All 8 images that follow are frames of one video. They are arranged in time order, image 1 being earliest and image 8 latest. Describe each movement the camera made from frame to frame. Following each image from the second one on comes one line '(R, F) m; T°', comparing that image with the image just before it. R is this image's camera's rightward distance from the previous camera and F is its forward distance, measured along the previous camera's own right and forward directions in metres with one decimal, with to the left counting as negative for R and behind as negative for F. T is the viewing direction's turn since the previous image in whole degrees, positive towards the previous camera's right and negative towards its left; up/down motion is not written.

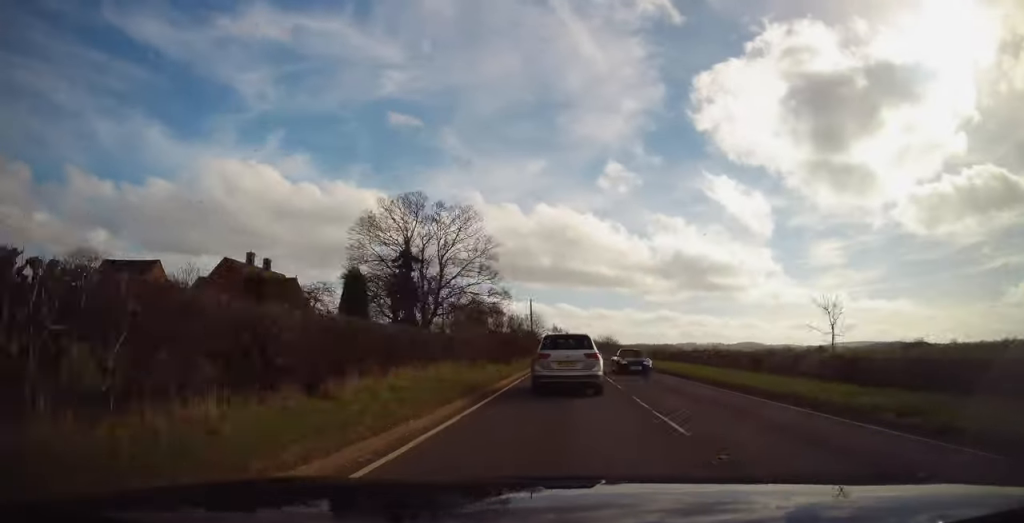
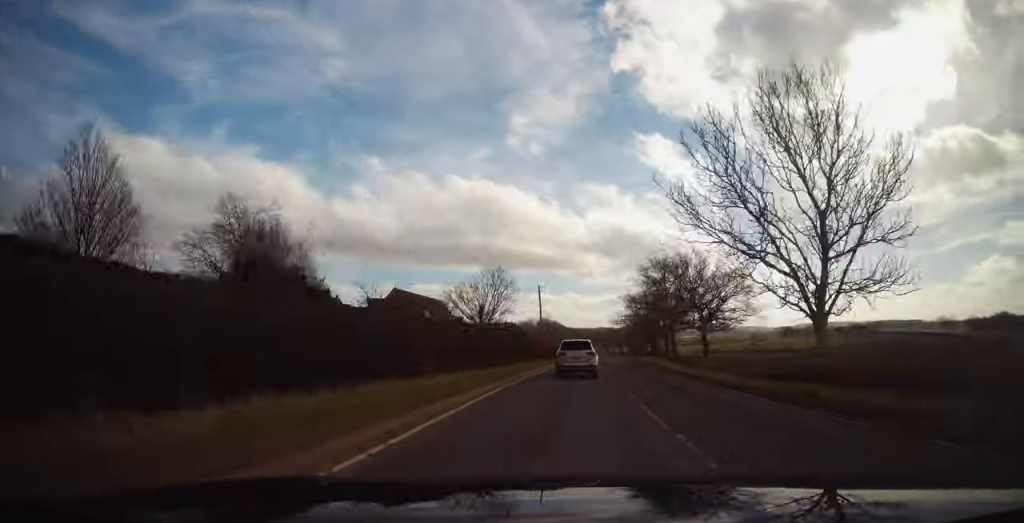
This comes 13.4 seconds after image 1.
(+9.8, +228.7) m; +7°
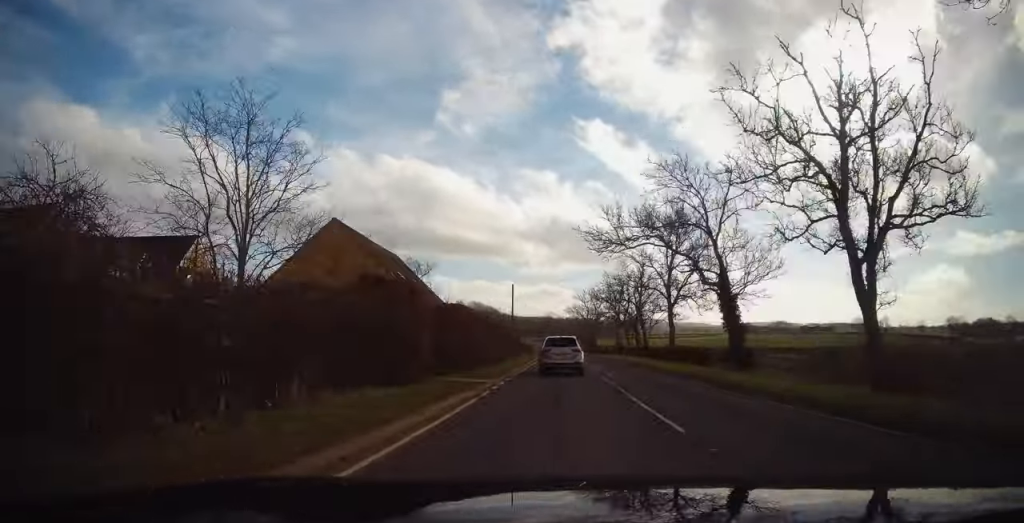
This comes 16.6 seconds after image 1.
(+1.3, +56.9) m; +2°
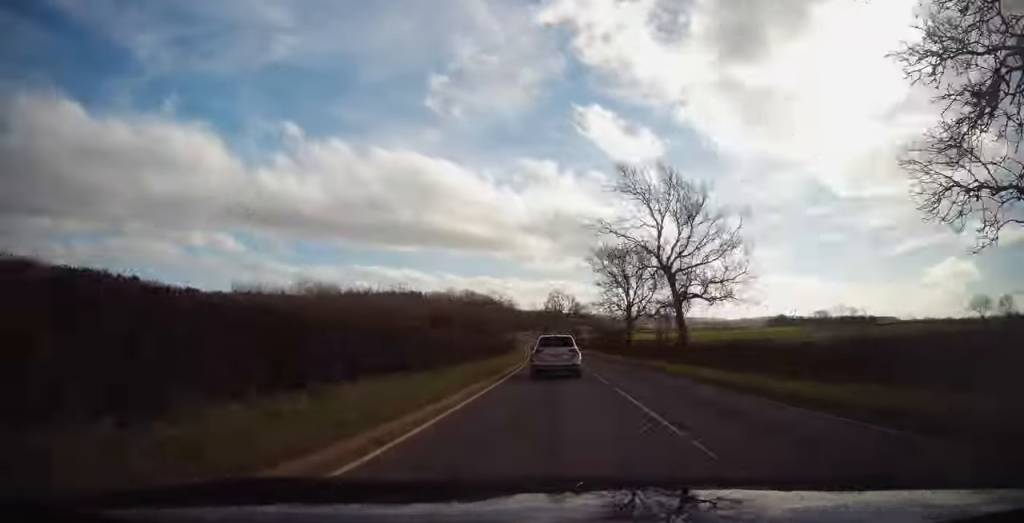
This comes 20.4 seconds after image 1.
(+1.2, +80.2) m; -1°
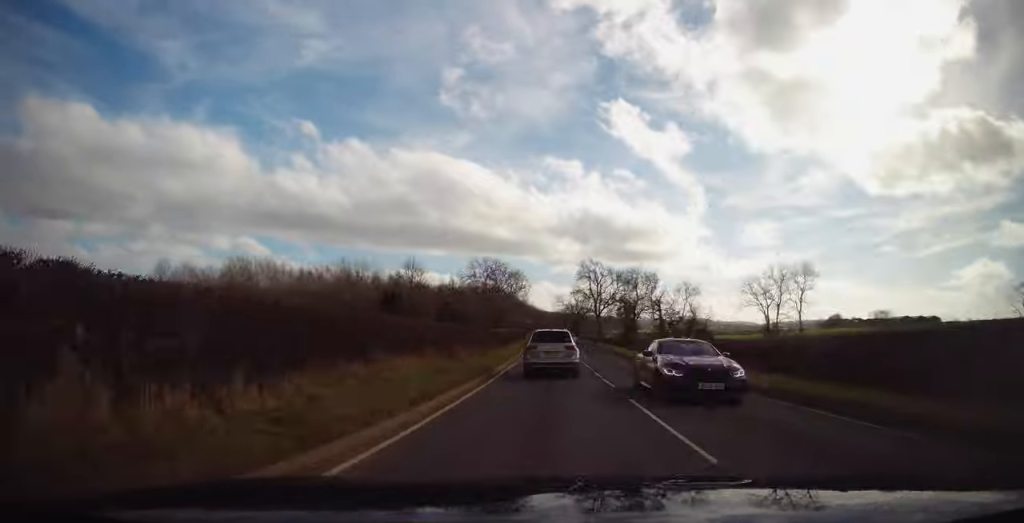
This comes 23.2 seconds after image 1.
(-0.1, +56.7) m; -1°
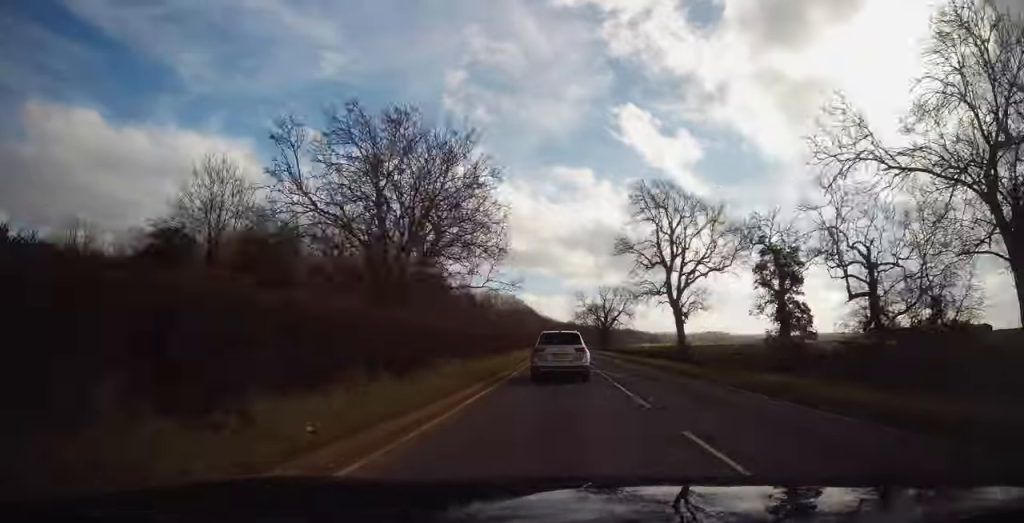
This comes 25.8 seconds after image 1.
(-1.6, +50.1) m; -2°
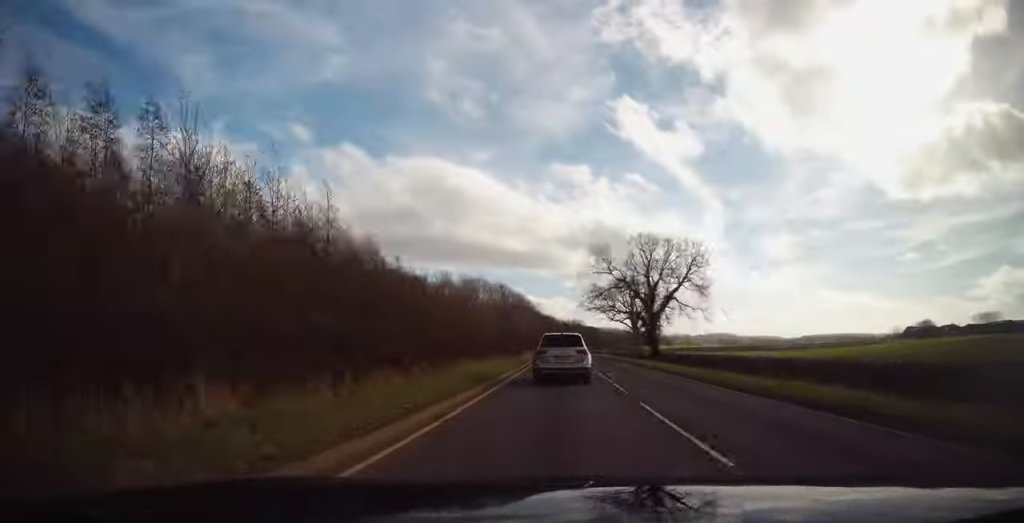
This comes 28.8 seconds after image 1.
(-0.8, +57.4) m; -1°
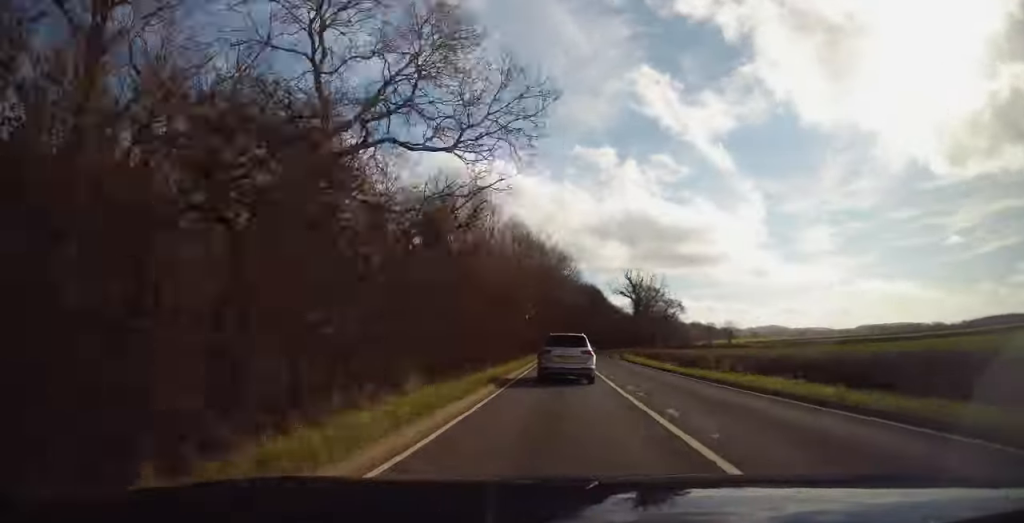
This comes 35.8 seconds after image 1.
(-0.9, +131.3) m; +2°
